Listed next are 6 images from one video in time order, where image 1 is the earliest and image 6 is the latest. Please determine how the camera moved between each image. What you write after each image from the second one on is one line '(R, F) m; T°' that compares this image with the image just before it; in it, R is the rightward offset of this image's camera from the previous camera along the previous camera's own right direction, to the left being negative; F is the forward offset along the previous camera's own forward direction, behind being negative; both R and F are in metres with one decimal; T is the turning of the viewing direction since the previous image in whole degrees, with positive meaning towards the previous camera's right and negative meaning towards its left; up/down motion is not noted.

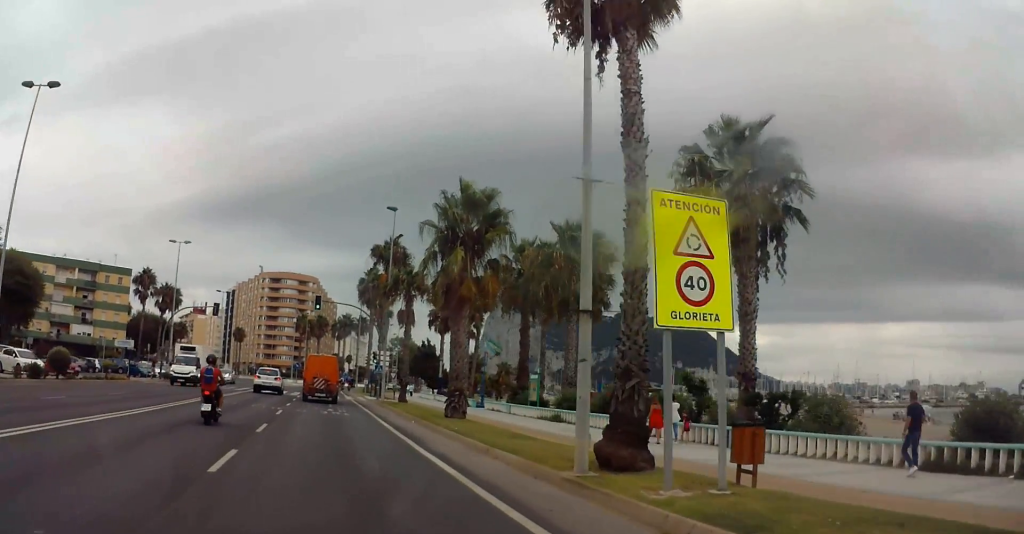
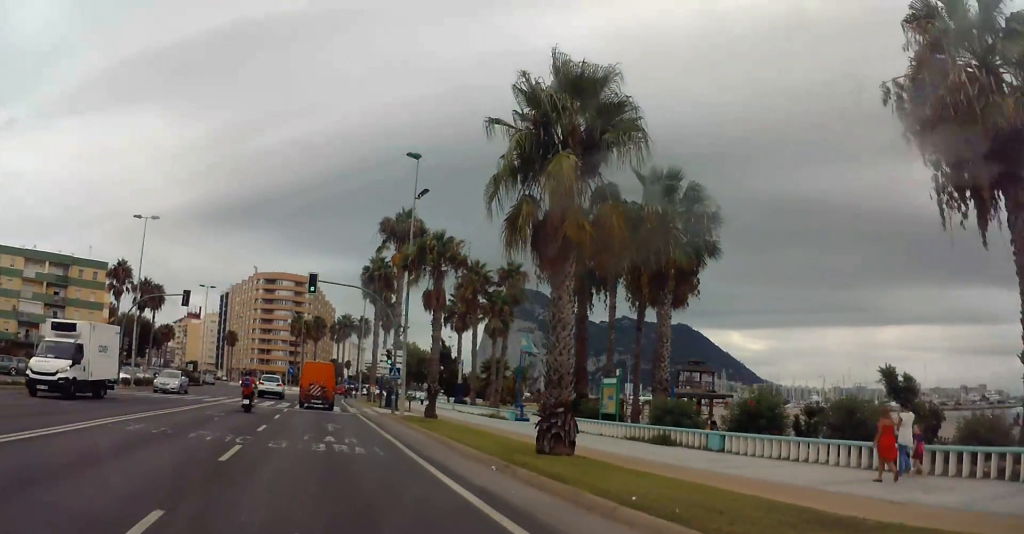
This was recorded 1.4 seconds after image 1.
(0.0, +11.8) m; 0°
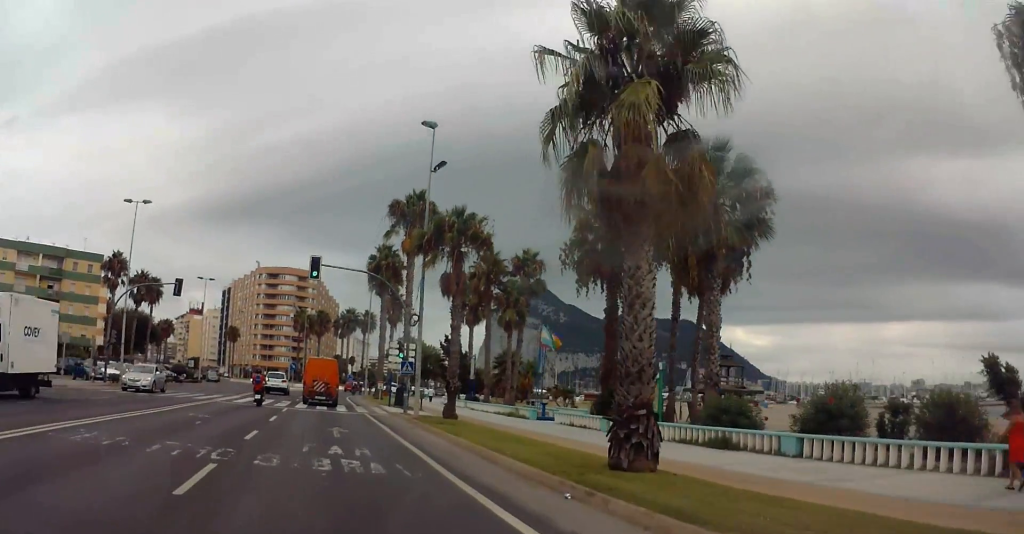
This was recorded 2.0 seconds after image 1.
(0.0, +4.2) m; 0°
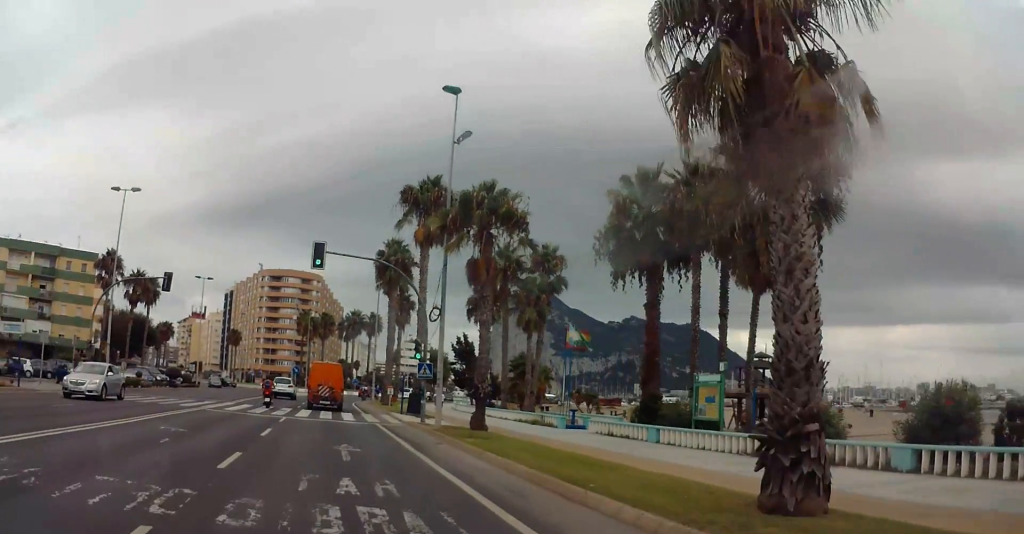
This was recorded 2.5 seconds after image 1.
(0.0, +4.2) m; 0°
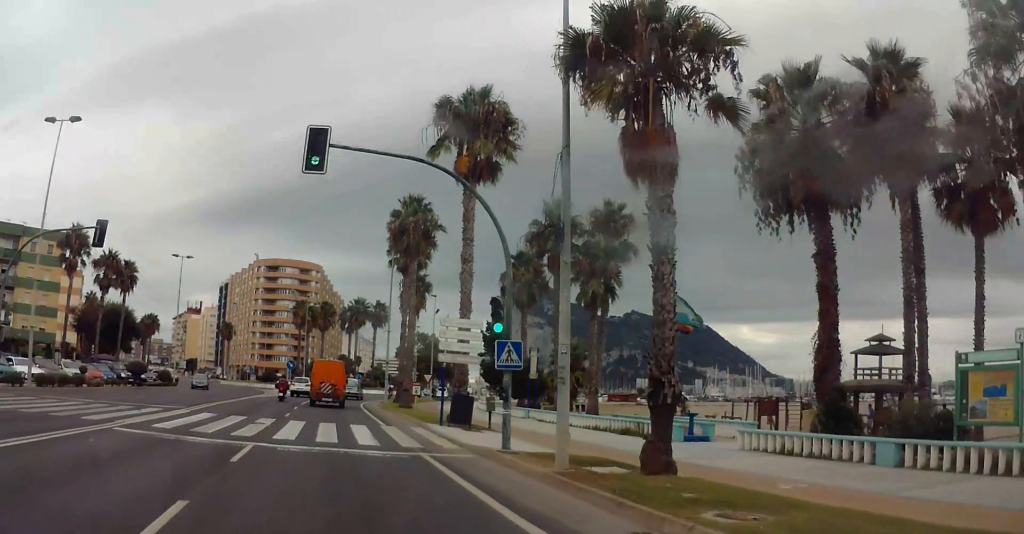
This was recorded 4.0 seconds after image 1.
(0.0, +12.5) m; 0°
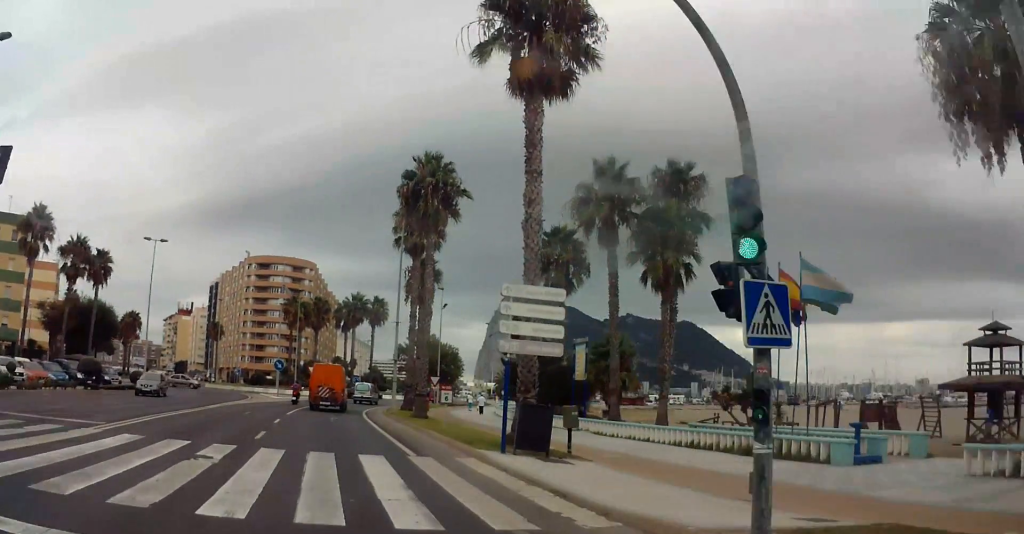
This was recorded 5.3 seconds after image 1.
(0.0, +10.0) m; 0°
